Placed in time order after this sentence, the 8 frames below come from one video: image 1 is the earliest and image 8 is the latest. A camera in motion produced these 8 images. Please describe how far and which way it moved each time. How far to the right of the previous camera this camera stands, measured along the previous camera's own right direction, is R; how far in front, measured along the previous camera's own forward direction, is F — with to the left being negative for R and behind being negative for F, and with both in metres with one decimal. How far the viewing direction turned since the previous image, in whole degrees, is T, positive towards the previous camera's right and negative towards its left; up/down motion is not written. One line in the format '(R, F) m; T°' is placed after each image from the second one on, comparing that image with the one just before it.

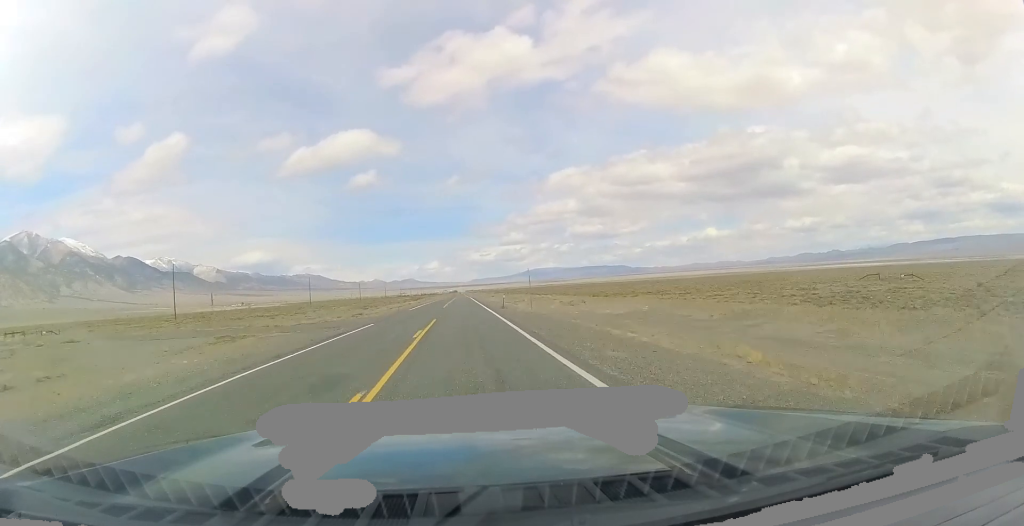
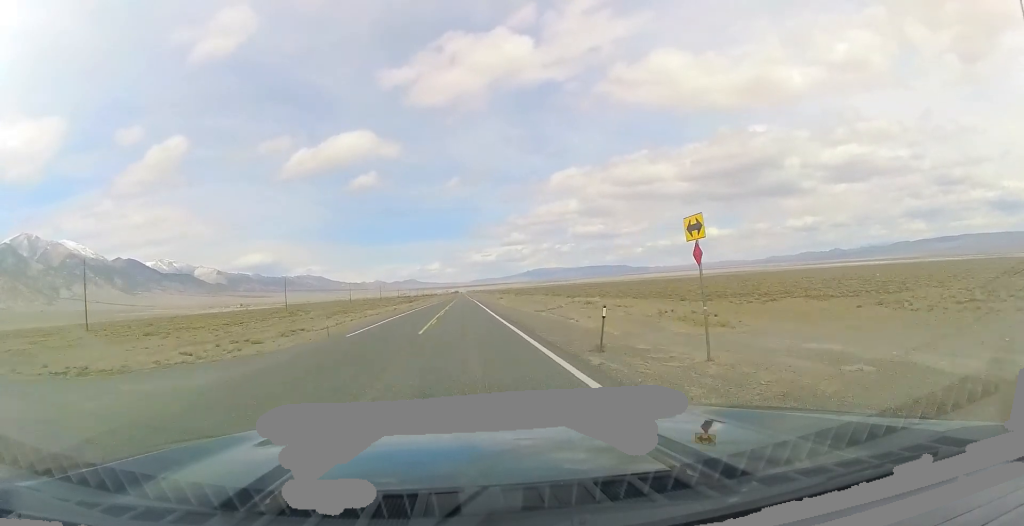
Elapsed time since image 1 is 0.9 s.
(-0.1, +31.6) m; 0°
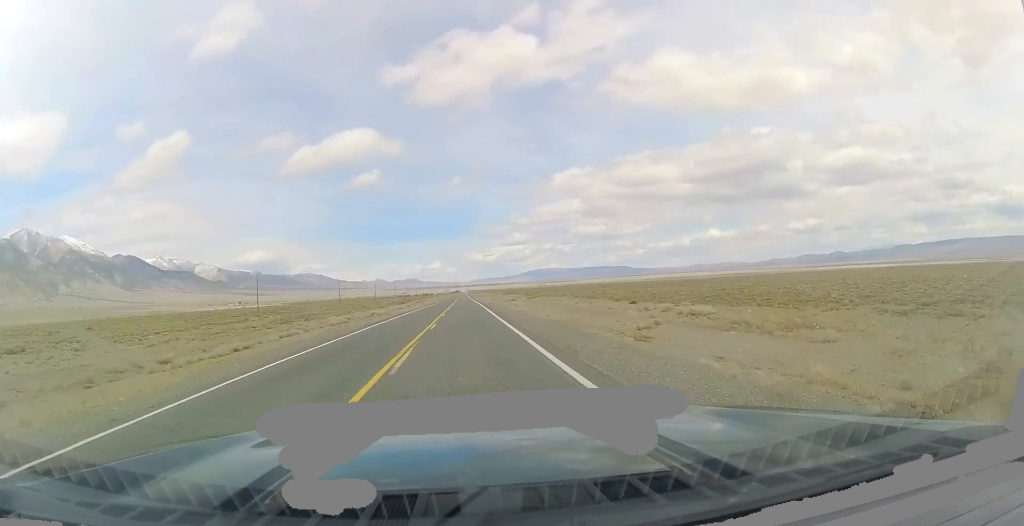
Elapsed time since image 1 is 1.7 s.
(-0.1, +26.9) m; 0°
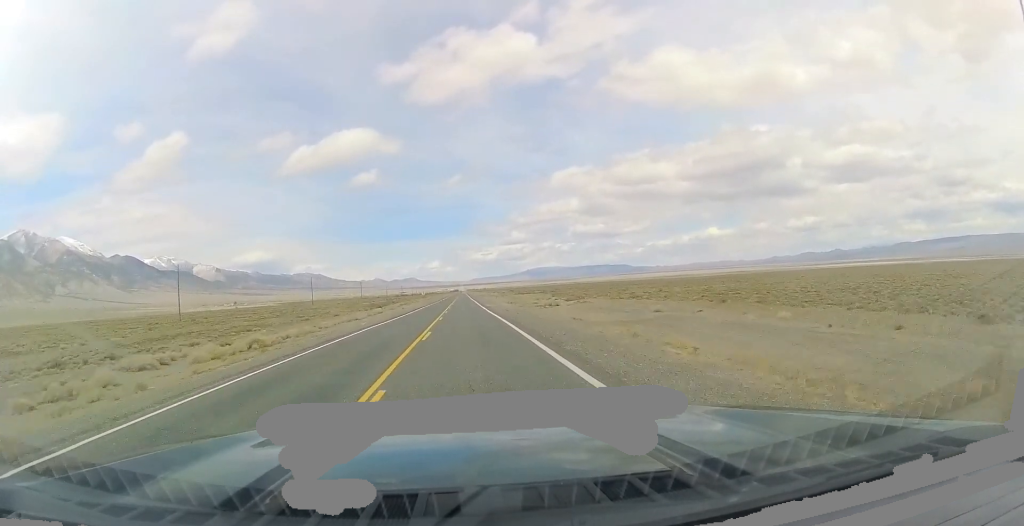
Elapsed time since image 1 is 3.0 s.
(+0.3, +46.7) m; +1°
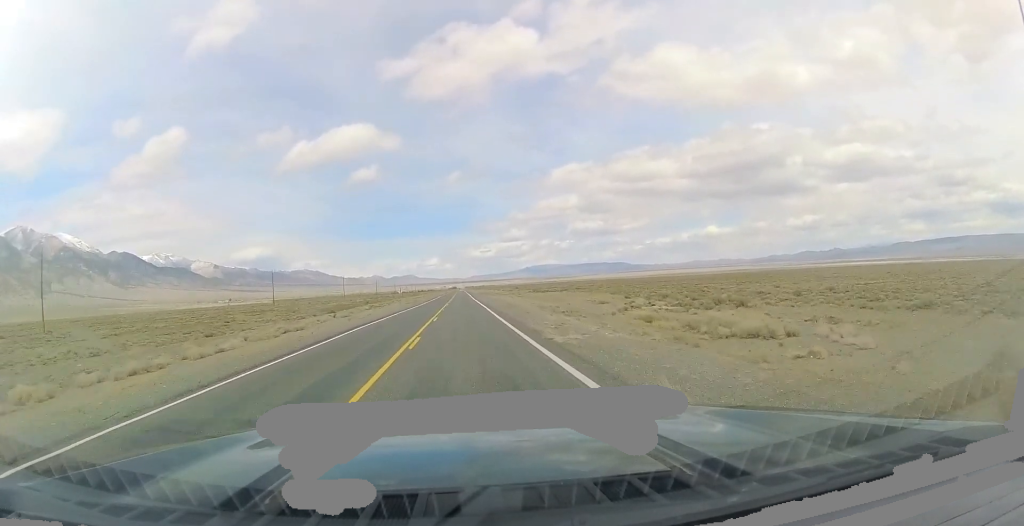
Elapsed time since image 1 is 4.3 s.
(0.0, +44.2) m; +1°
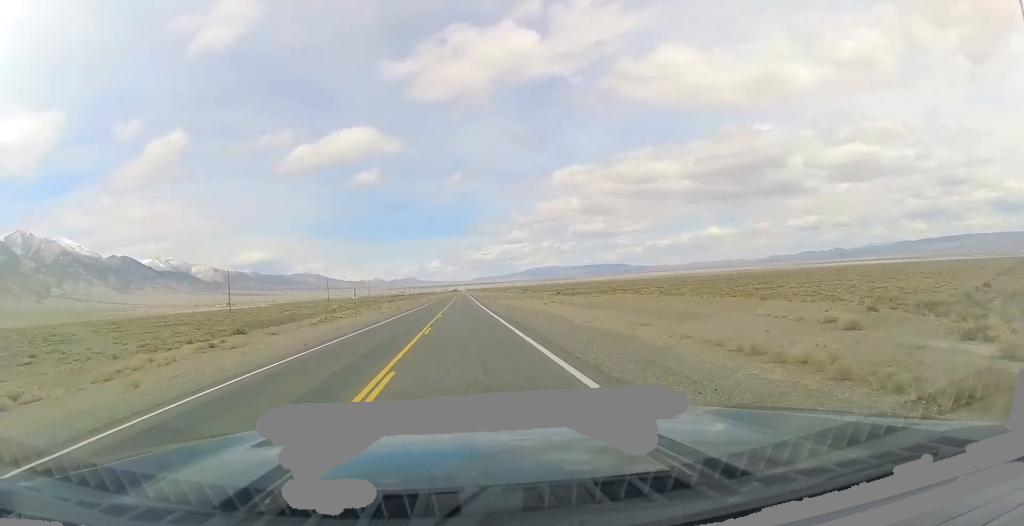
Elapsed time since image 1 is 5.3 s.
(+0.7, +34.8) m; +1°
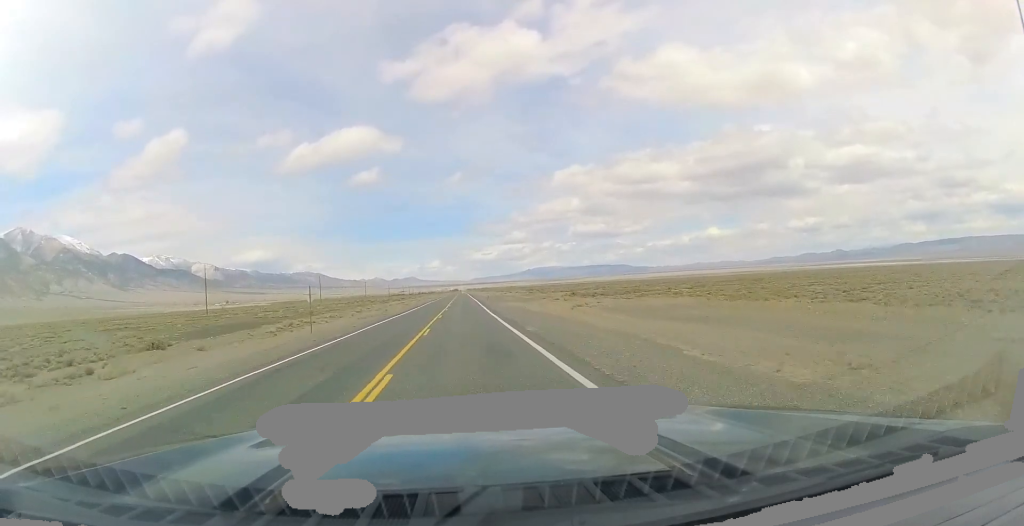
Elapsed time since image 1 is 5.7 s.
(0.0, +13.9) m; 0°
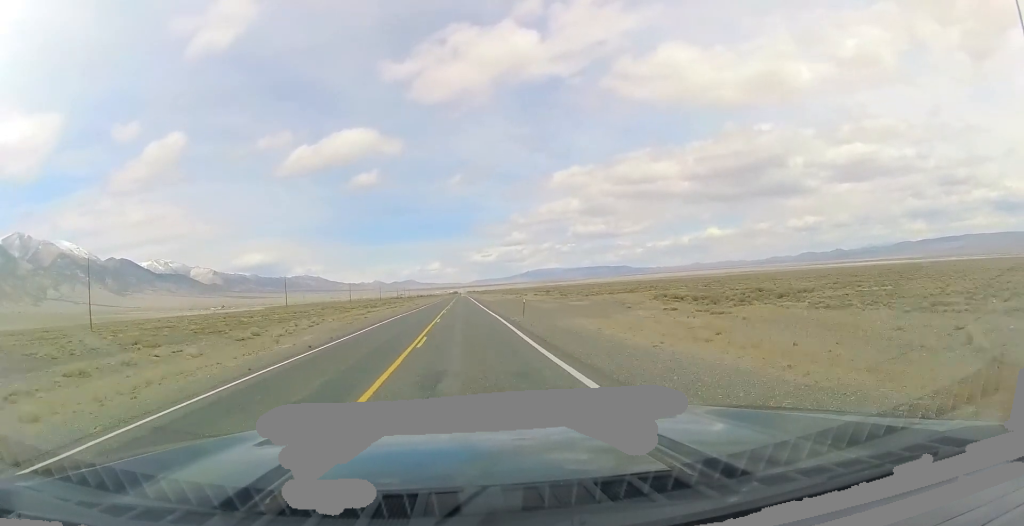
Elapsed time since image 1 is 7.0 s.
(-1.2, +45.2) m; -2°
